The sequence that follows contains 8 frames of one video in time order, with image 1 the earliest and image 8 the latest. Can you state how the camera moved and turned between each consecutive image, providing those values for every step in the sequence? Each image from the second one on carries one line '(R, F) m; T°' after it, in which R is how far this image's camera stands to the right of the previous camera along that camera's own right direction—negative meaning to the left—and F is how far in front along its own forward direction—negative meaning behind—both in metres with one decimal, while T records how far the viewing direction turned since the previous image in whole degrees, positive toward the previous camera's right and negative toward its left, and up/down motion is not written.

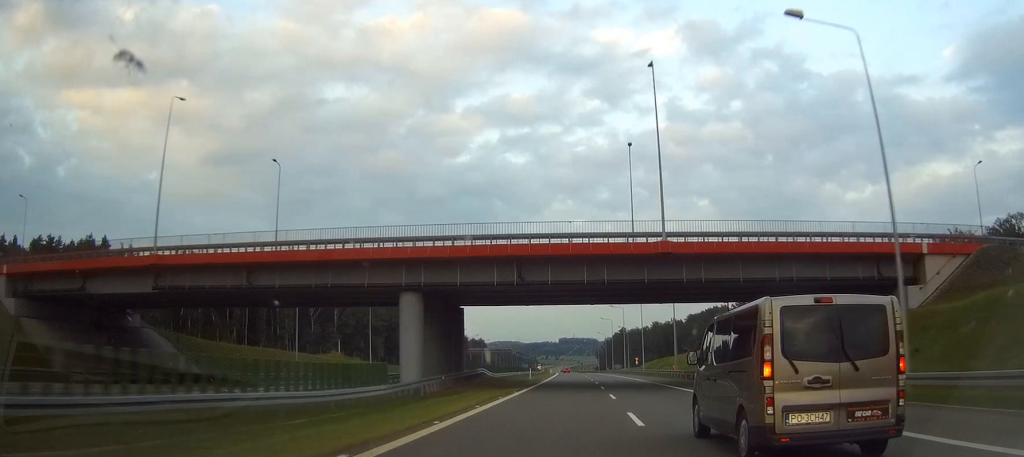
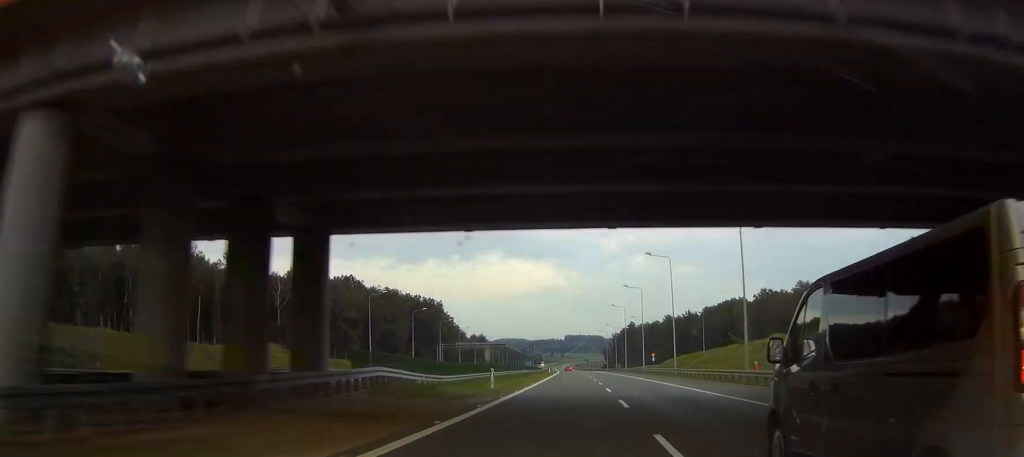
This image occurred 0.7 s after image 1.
(-0.1, +30.3) m; 0°
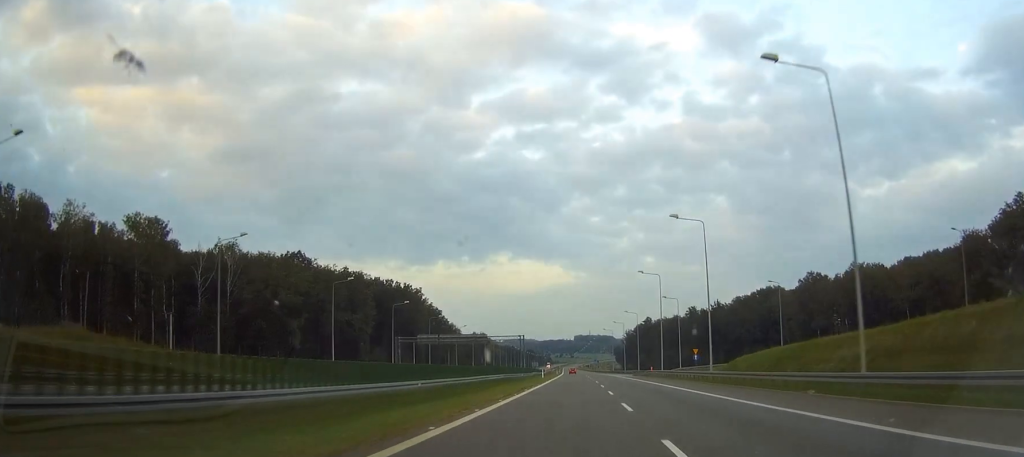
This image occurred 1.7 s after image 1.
(-0.3, +47.1) m; 0°
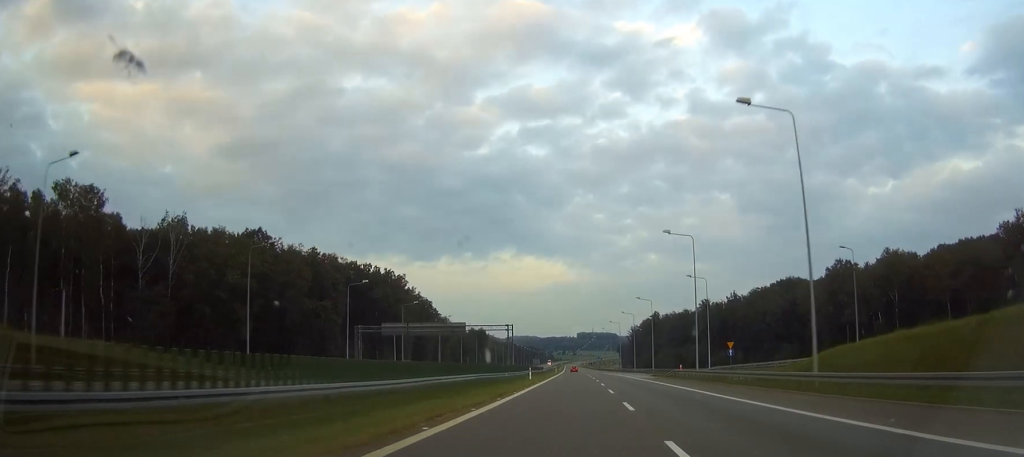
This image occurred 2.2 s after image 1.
(0.0, +24.5) m; 0°
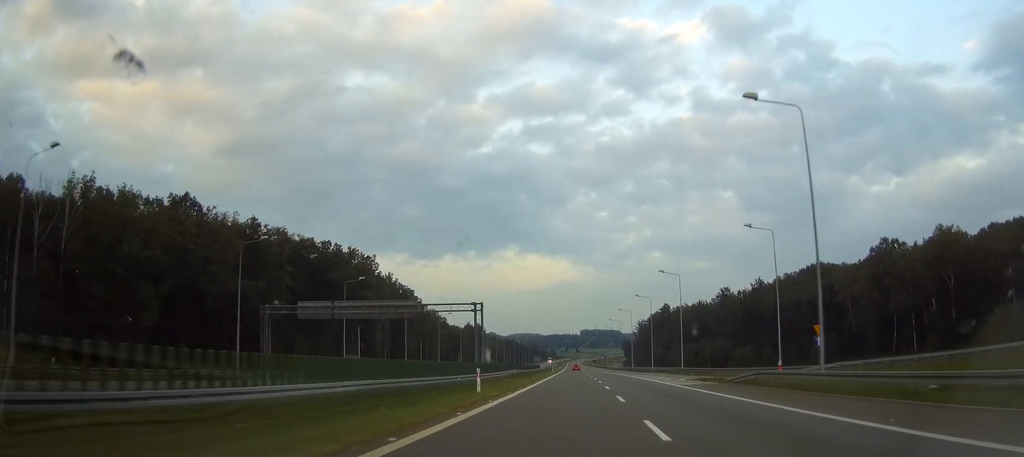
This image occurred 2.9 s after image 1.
(-0.1, +32.3) m; 0°
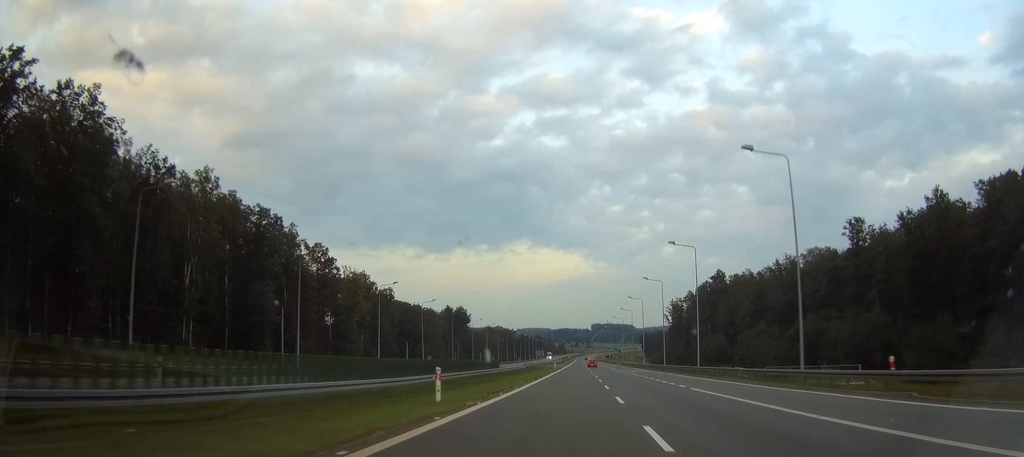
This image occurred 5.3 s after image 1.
(-1.2, +110.2) m; -1°
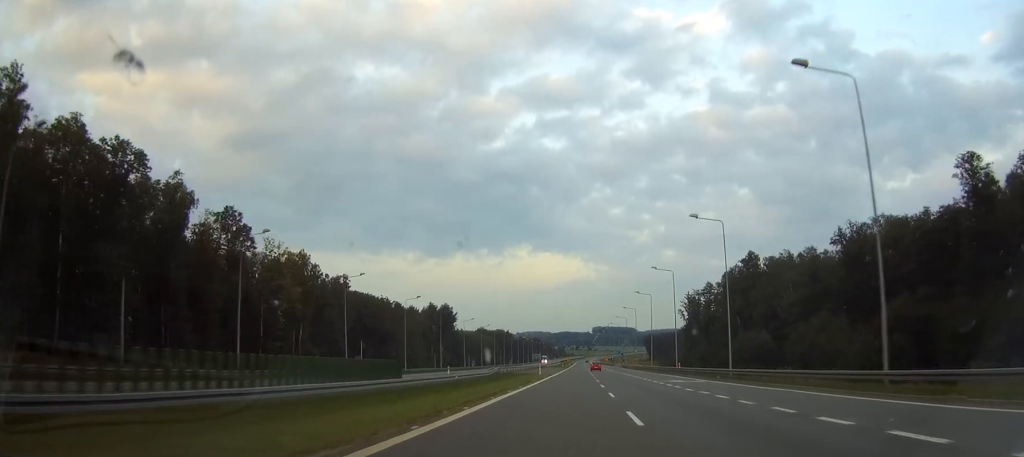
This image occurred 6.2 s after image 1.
(0.0, +43.9) m; 0°
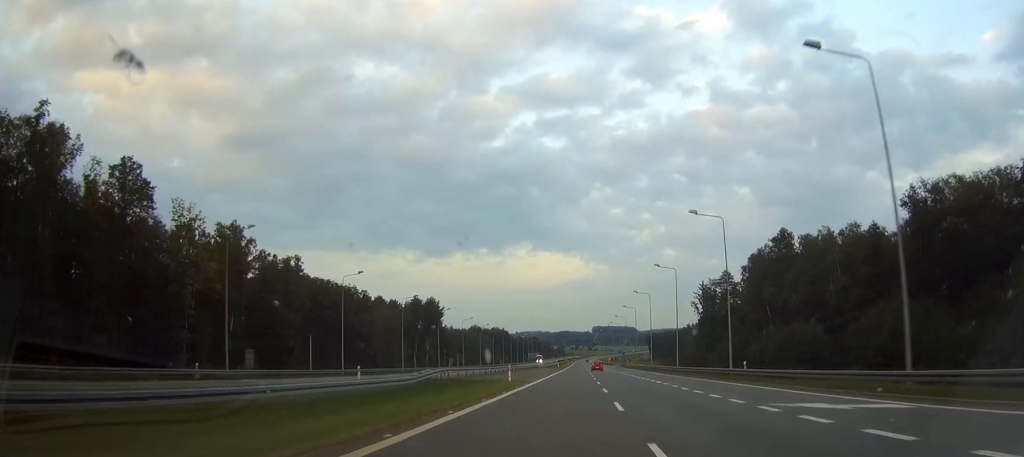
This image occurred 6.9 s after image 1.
(0.0, +31.5) m; 0°
